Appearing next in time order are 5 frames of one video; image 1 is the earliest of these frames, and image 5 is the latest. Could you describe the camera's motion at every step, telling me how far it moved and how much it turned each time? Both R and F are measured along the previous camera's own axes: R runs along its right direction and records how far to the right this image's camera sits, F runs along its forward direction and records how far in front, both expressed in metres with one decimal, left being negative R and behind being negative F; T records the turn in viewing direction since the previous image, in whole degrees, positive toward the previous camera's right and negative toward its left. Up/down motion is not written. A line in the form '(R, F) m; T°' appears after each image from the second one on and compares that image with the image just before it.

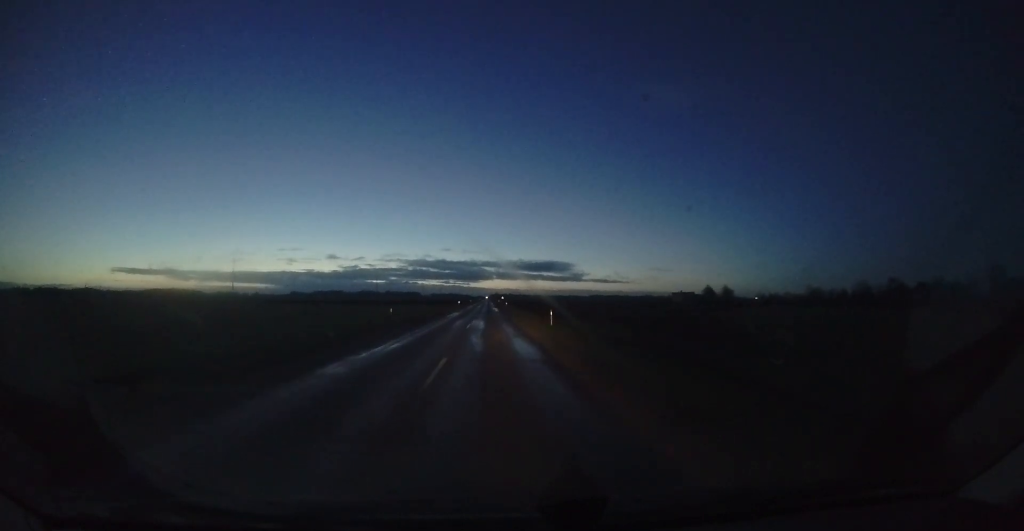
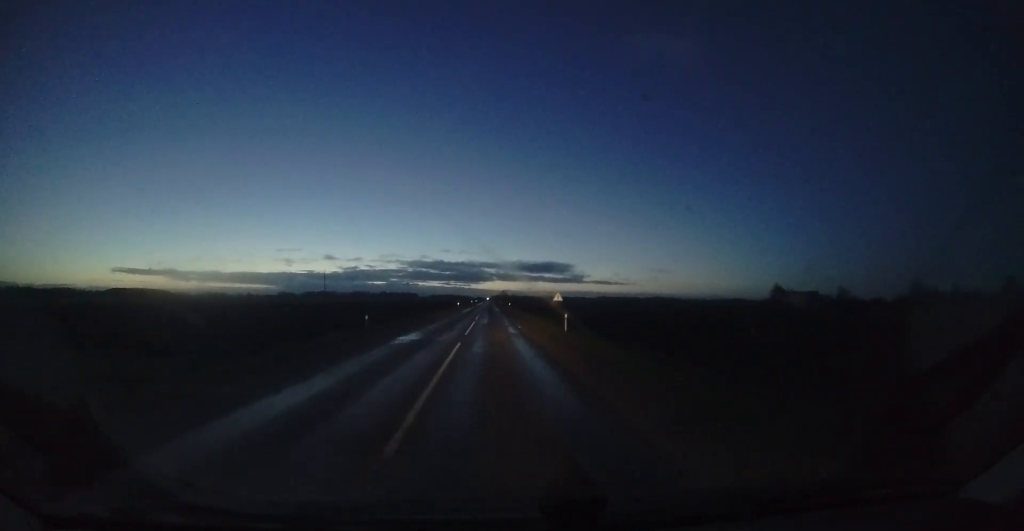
(0.0, +103.6) m; 0°
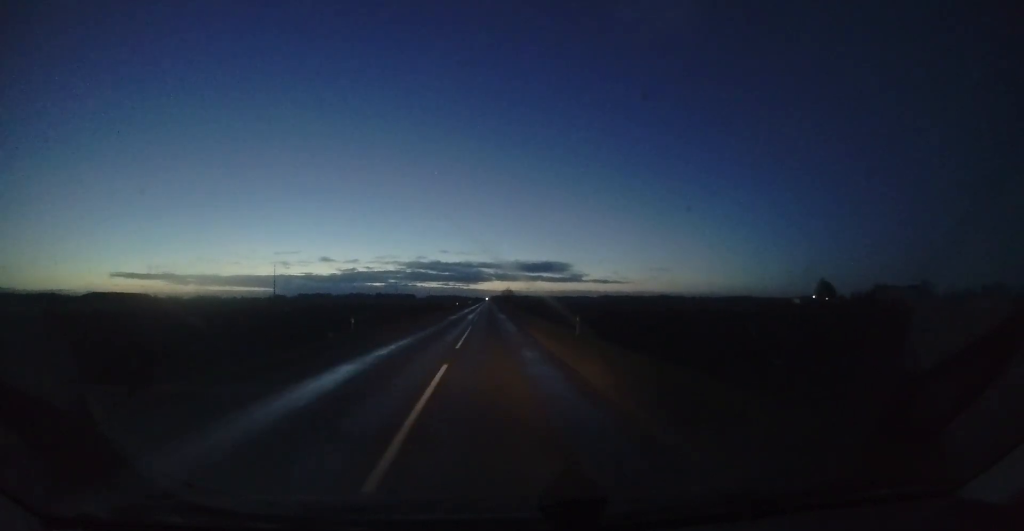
(+0.5, +51.8) m; 0°
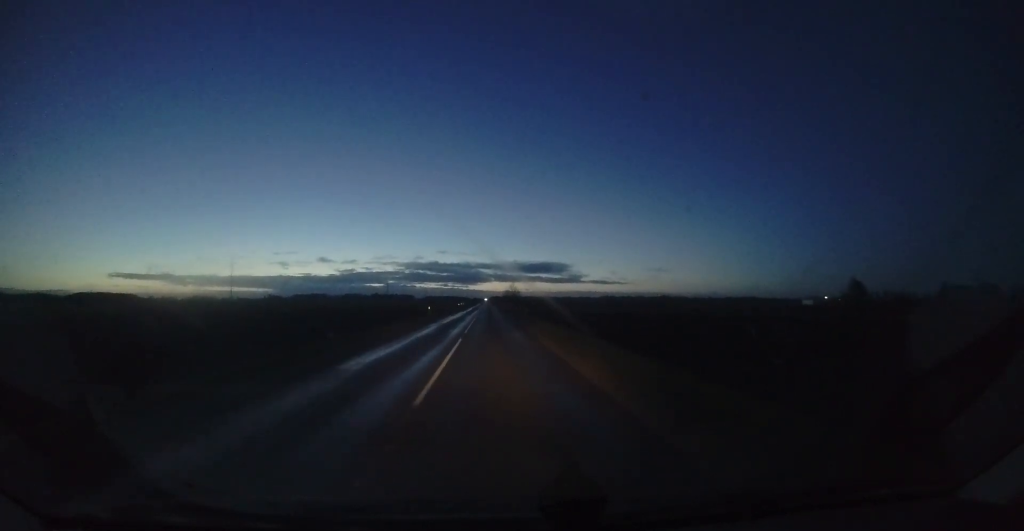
(-0.4, +29.9) m; +1°
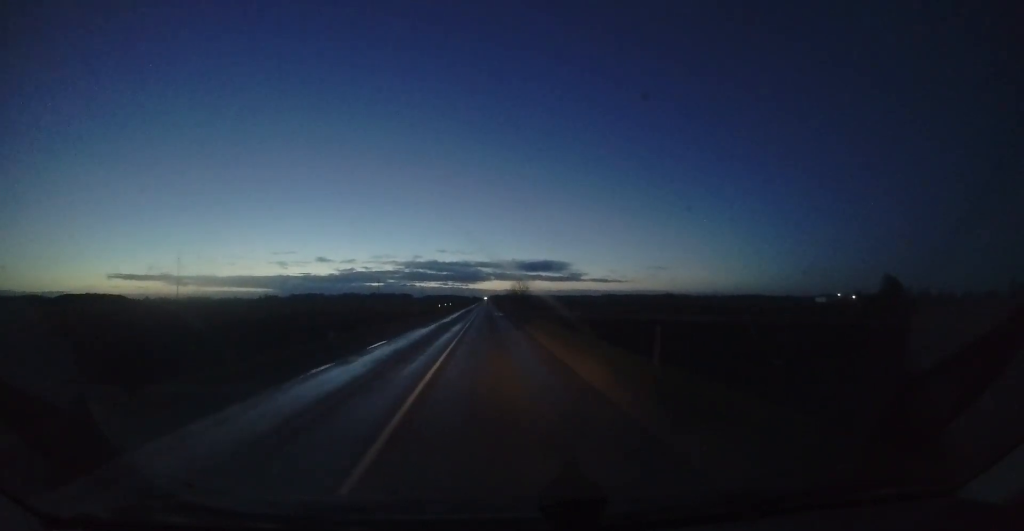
(+0.8, +28.0) m; 0°
